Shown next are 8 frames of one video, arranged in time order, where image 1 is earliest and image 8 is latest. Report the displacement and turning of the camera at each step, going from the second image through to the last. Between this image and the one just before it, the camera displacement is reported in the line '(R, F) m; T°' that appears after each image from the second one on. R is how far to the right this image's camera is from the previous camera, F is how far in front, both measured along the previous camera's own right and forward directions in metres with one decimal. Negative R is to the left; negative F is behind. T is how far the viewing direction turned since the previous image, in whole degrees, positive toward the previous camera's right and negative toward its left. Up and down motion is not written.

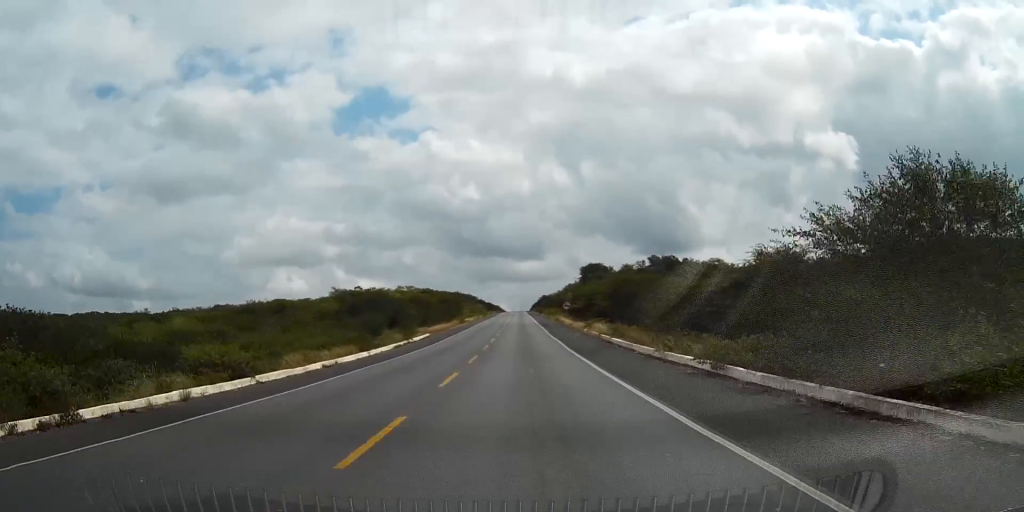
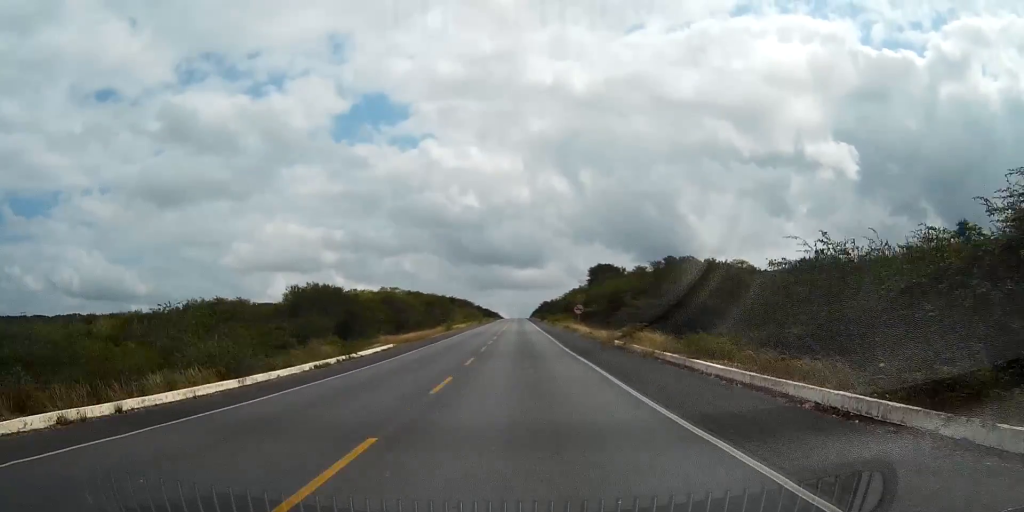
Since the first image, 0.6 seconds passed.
(0.0, +17.7) m; 0°
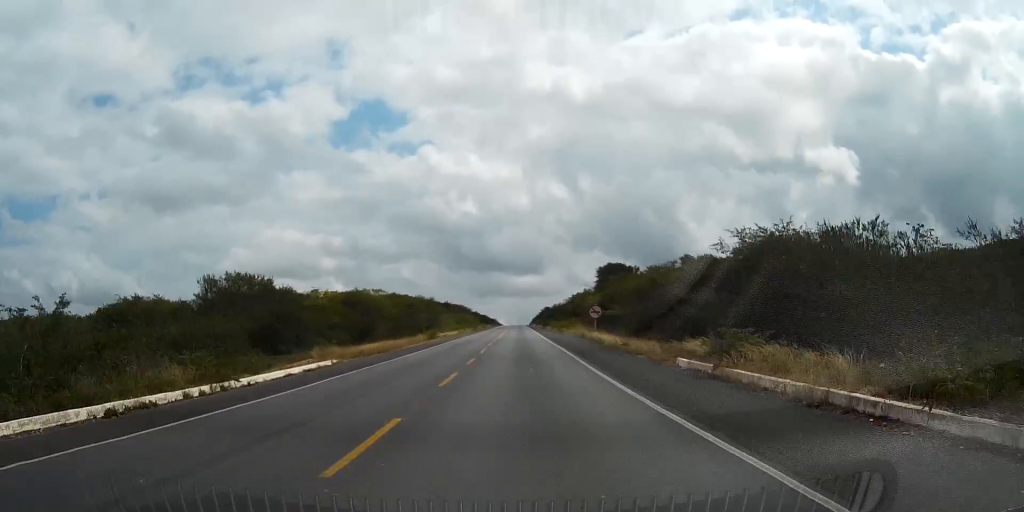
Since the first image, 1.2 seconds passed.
(0.0, +14.8) m; 0°
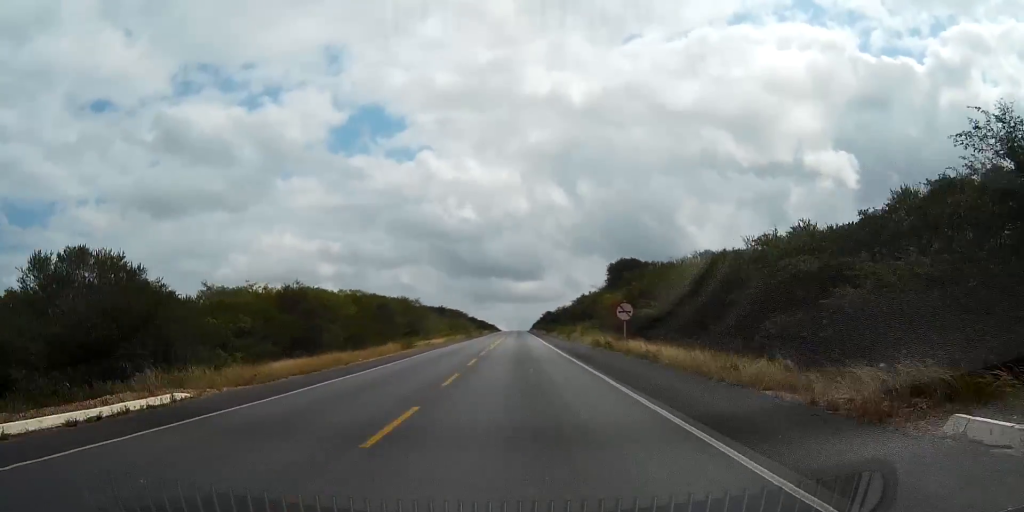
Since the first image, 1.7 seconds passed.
(0.0, +14.7) m; 0°
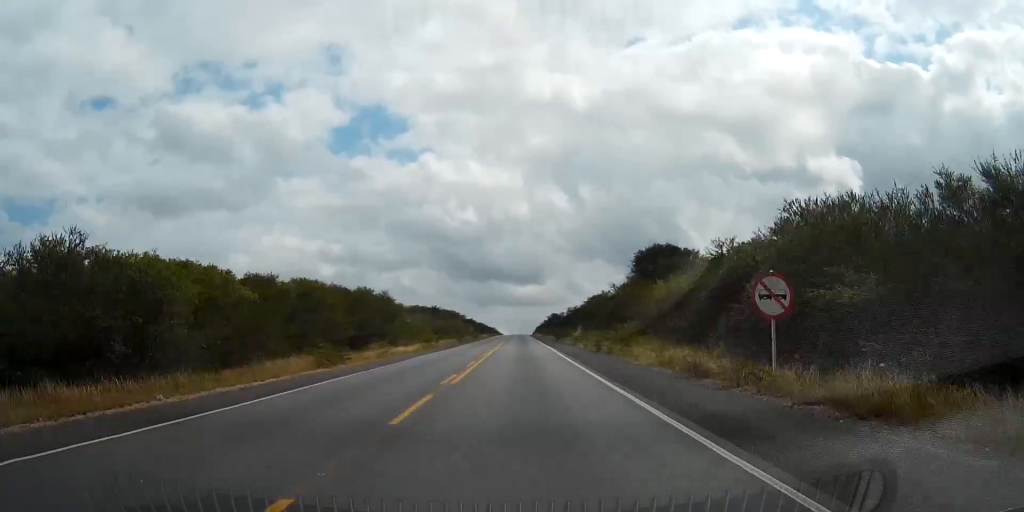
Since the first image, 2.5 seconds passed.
(0.0, +22.0) m; 0°
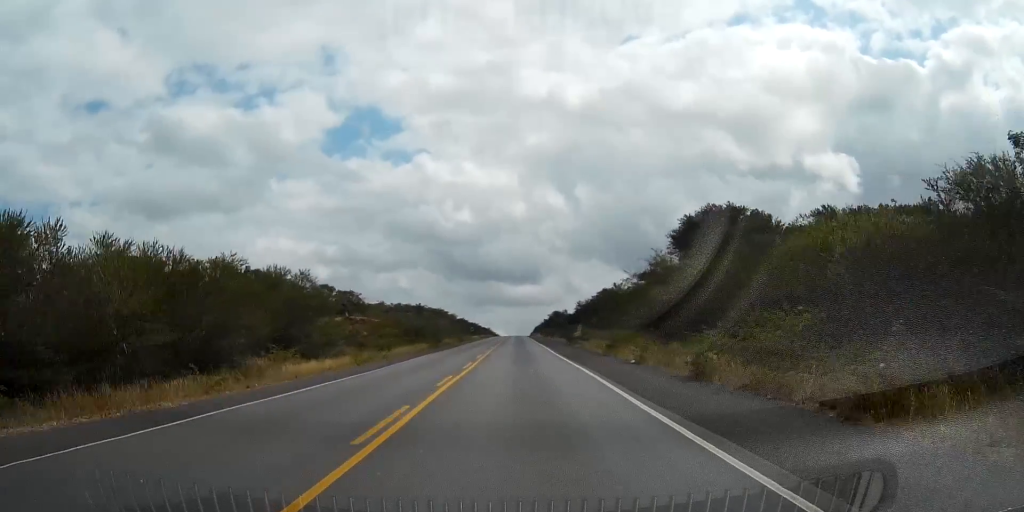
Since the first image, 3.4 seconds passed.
(0.0, +23.6) m; 0°
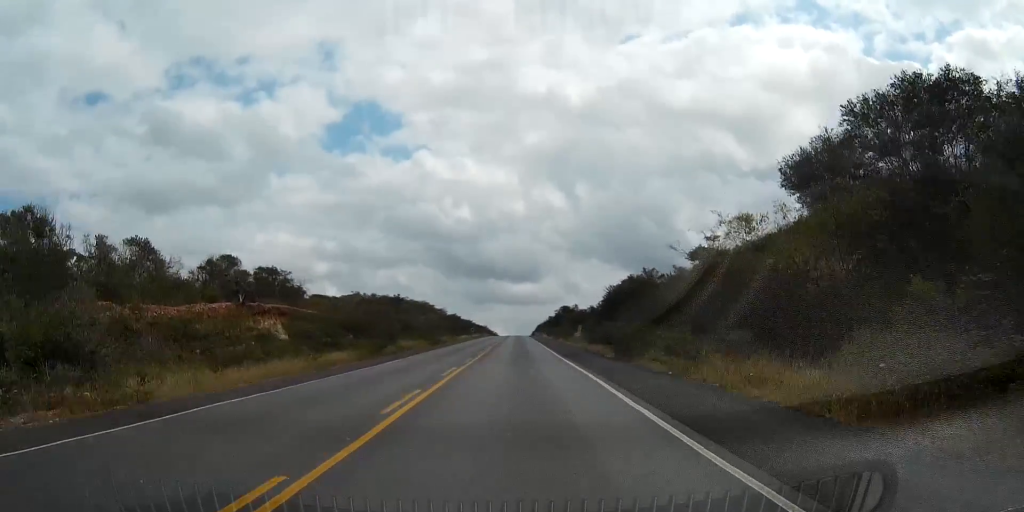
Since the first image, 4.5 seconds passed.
(+0.1, +29.6) m; 0°
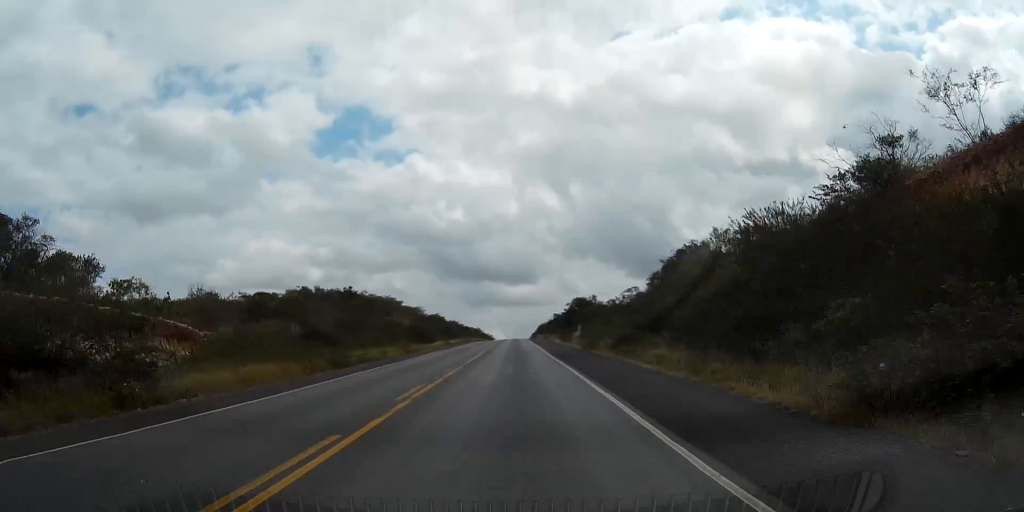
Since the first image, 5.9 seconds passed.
(-0.1, +36.9) m; 0°
